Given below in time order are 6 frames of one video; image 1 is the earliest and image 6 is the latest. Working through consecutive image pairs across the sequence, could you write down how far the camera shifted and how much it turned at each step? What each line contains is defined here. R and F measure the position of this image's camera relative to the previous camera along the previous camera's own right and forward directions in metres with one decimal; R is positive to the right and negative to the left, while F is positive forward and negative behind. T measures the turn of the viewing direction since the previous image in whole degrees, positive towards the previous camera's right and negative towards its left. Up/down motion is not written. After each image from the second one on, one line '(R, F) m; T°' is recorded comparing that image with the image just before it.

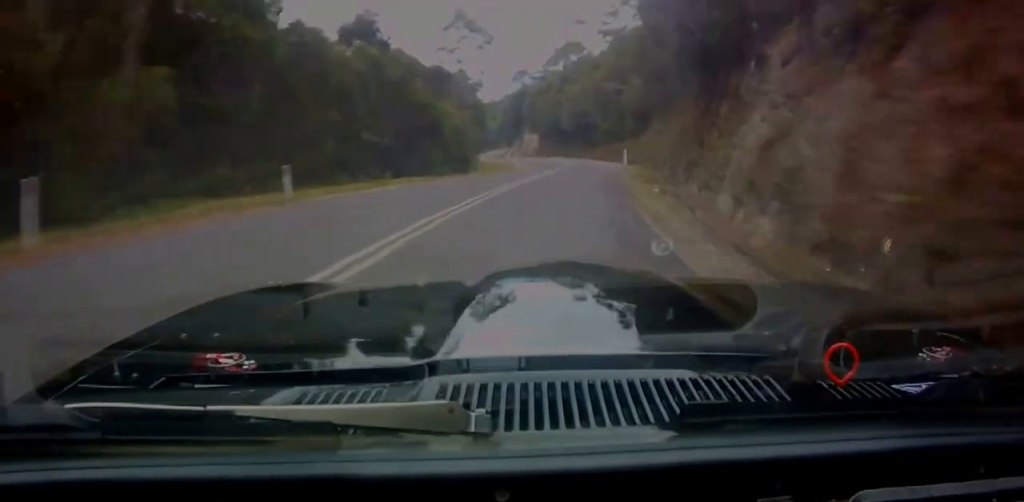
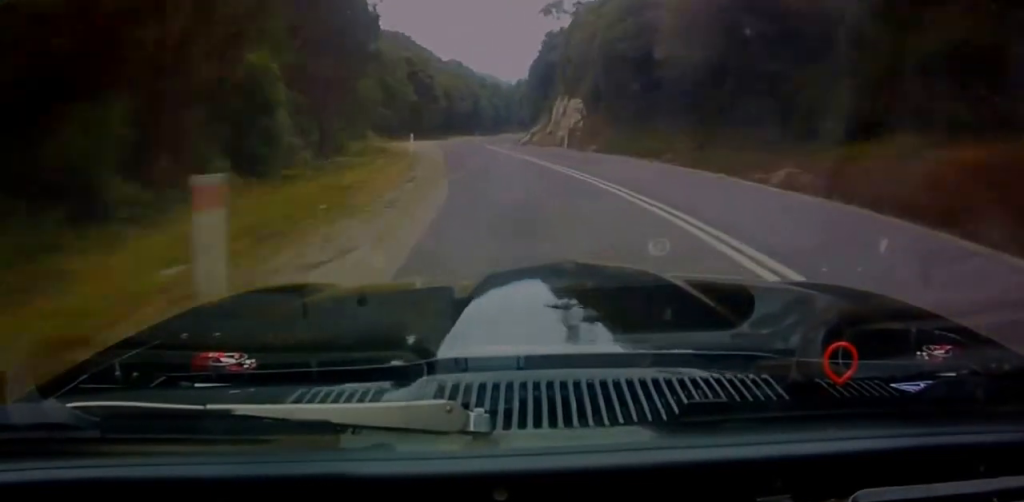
(+6.9, +67.9) m; +7°
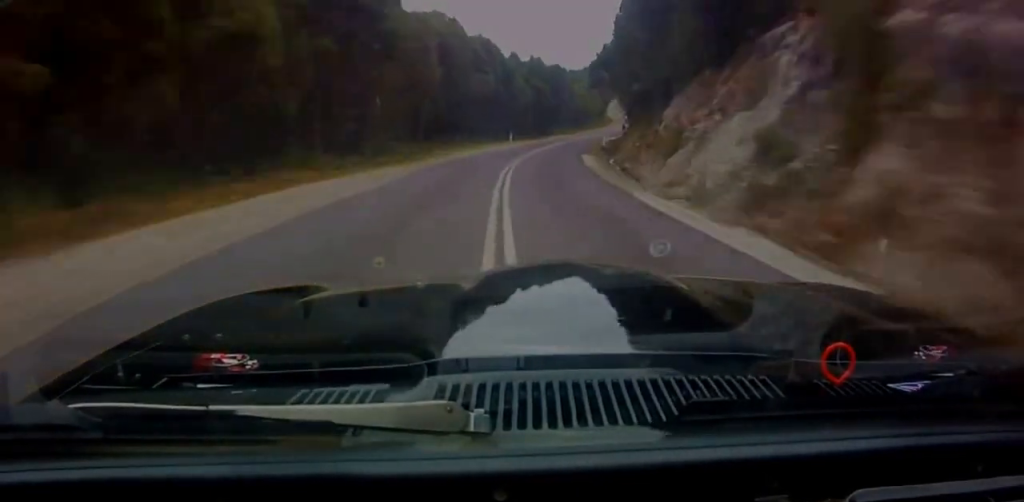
(-1.4, +59.9) m; +1°
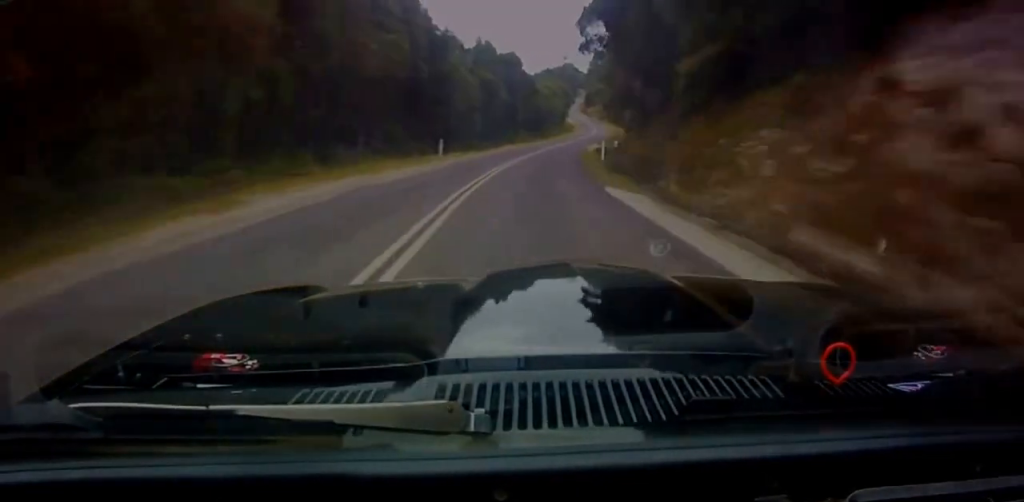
(+0.4, +29.1) m; +2°
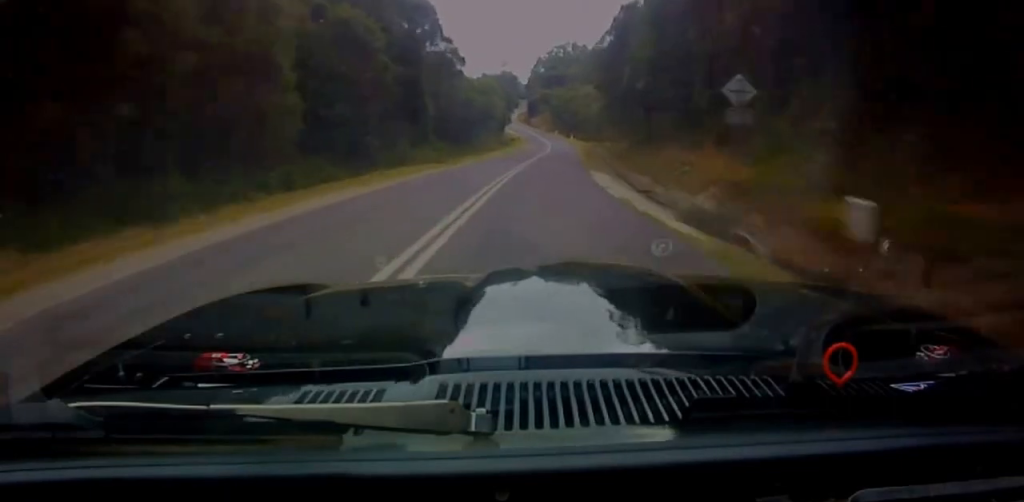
(+1.6, +44.6) m; +3°
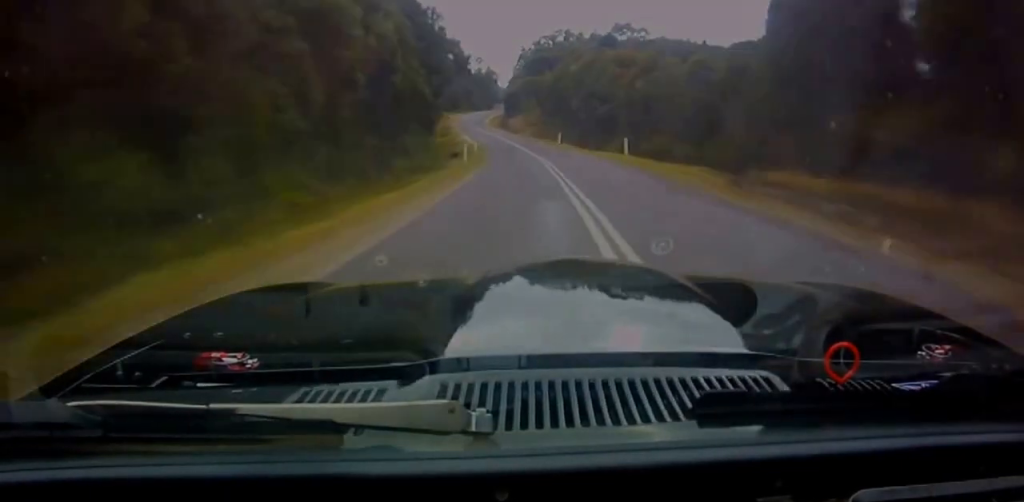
(+0.5, +79.6) m; -2°
